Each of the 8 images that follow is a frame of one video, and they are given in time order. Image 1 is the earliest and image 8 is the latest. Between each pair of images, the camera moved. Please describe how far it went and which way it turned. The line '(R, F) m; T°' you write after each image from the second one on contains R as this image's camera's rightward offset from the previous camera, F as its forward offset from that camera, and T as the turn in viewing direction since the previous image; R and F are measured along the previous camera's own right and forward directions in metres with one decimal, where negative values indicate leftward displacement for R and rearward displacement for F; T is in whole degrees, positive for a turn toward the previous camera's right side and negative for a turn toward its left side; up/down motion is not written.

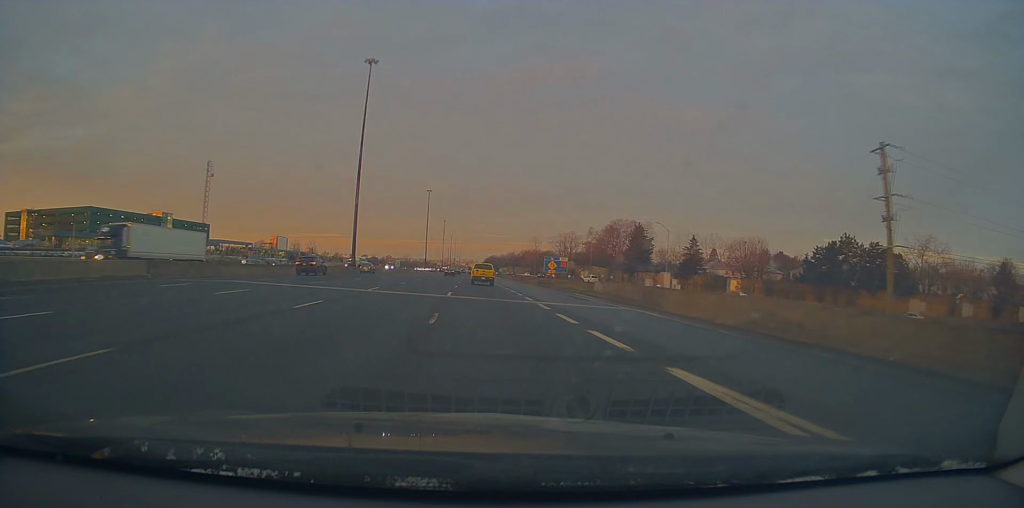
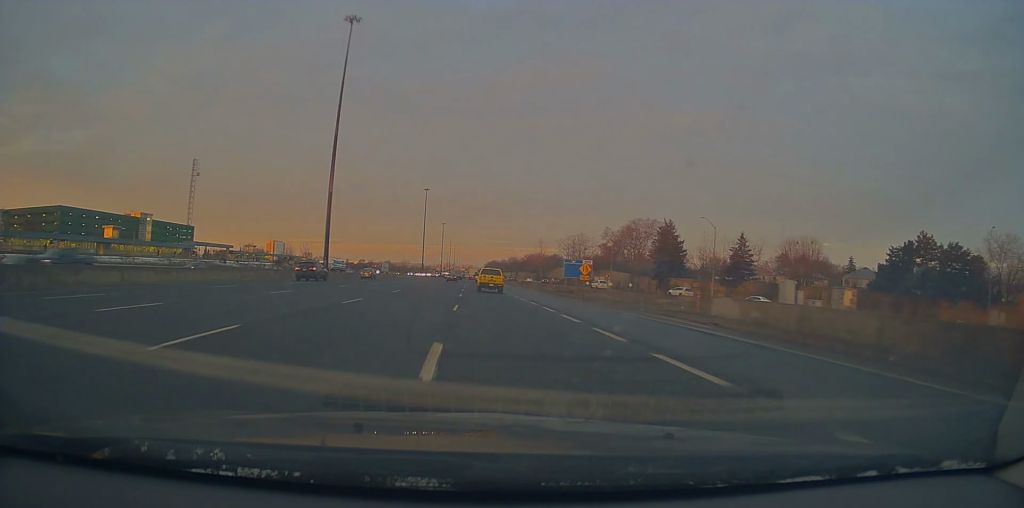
(+0.2, +19.3) m; 0°
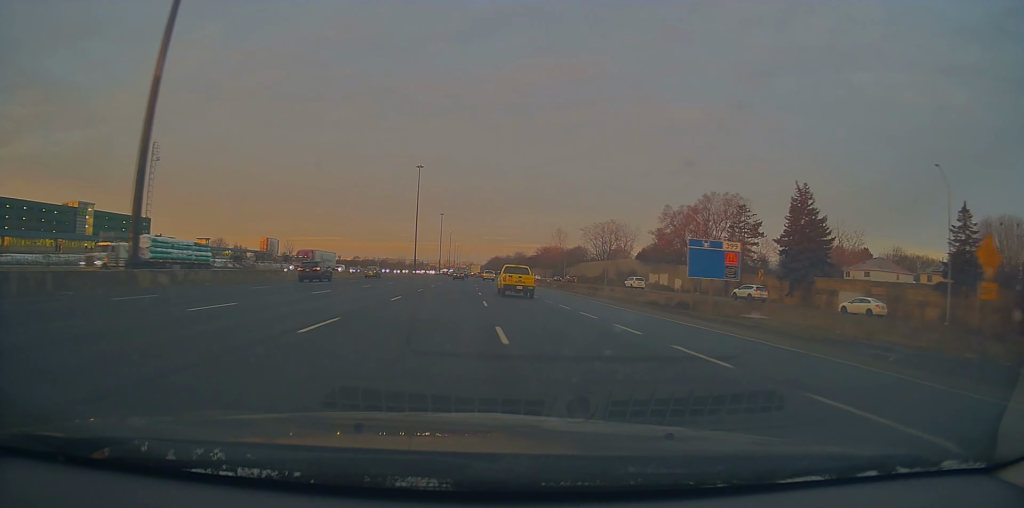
(-0.7, +45.9) m; -1°
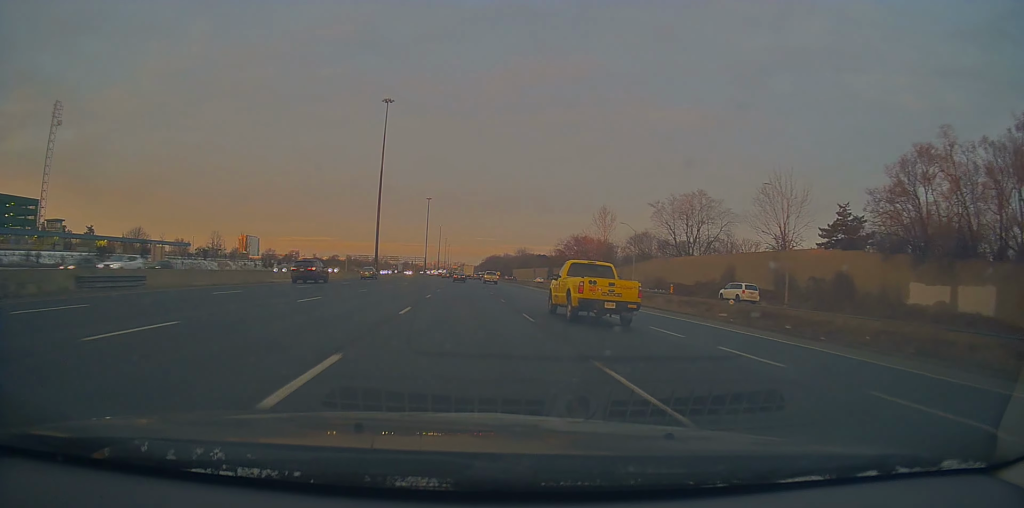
(+1.7, +75.4) m; +2°
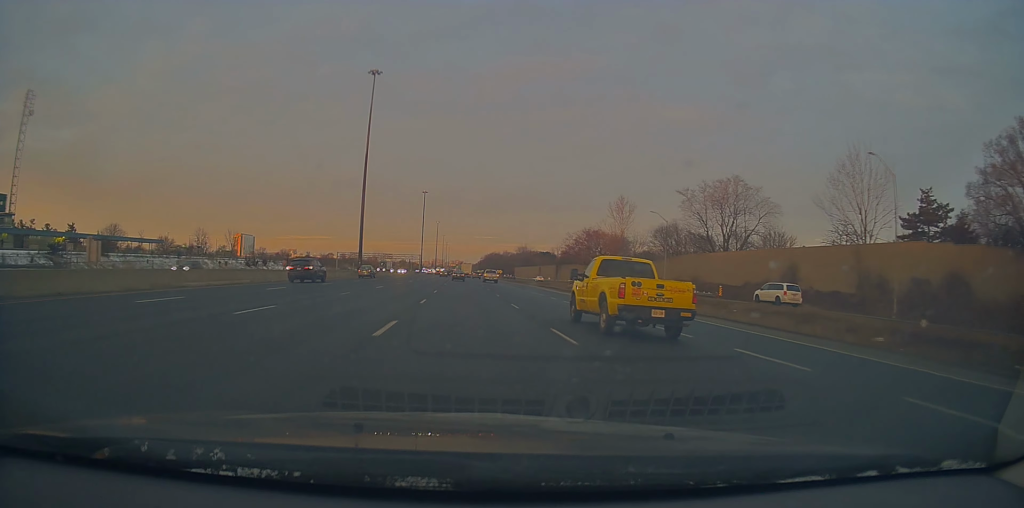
(-0.1, +16.7) m; 0°
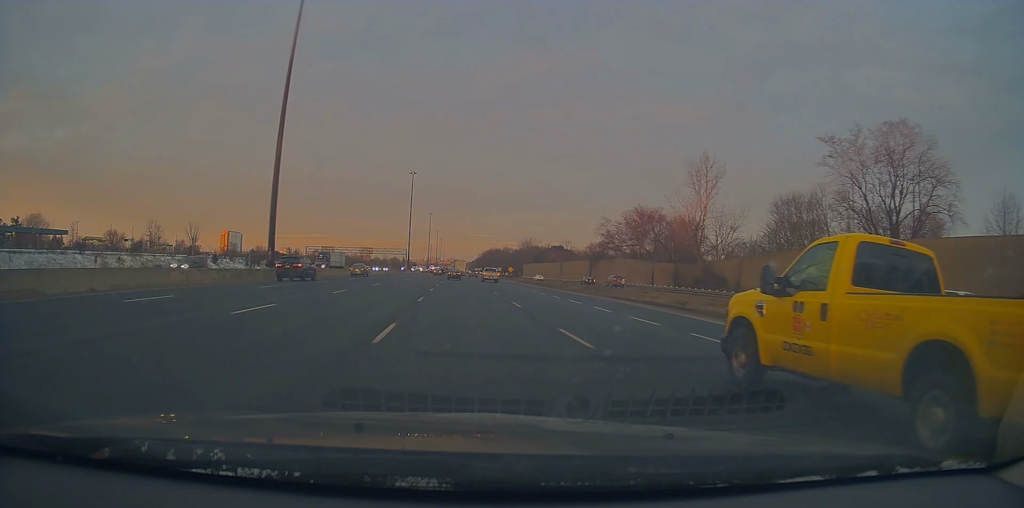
(-0.1, +45.1) m; +1°
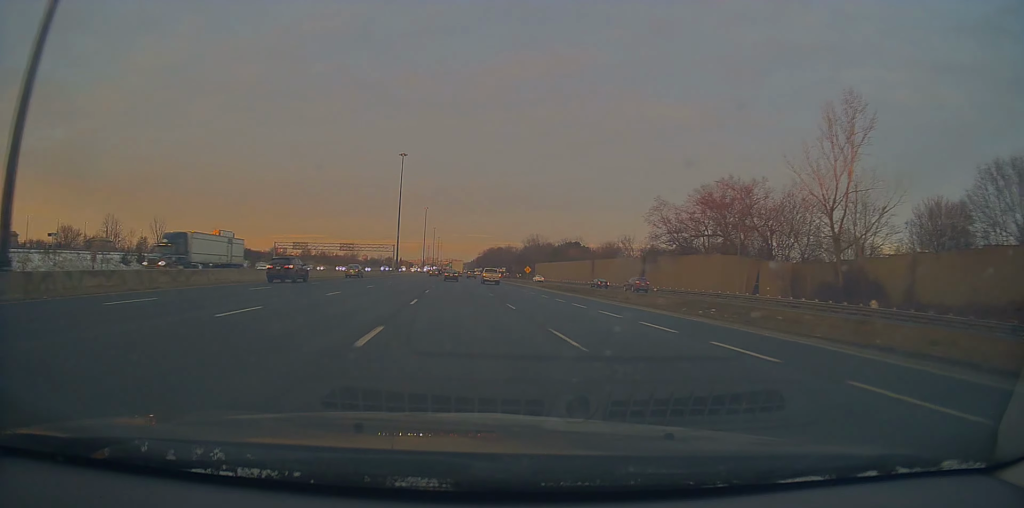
(+0.5, +34.3) m; 0°
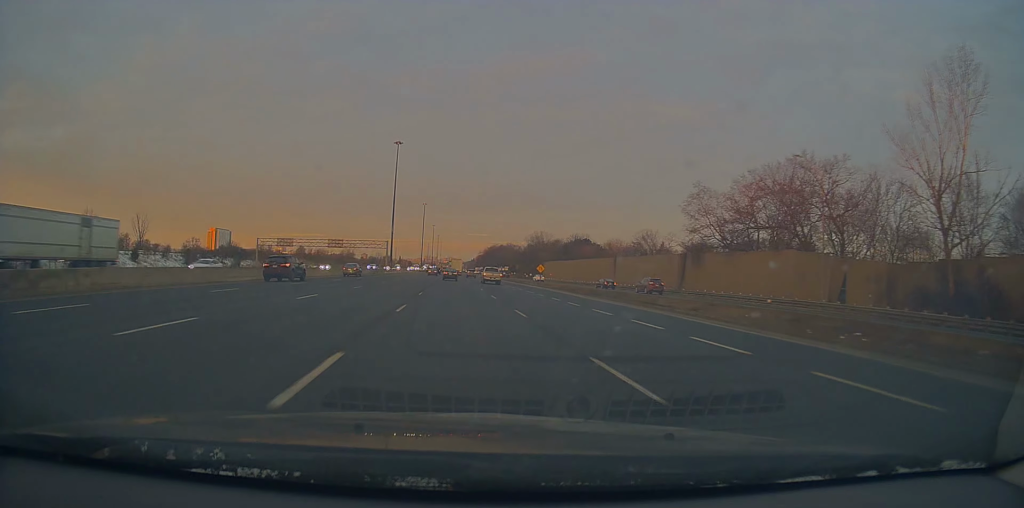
(-0.3, +15.3) m; 0°
